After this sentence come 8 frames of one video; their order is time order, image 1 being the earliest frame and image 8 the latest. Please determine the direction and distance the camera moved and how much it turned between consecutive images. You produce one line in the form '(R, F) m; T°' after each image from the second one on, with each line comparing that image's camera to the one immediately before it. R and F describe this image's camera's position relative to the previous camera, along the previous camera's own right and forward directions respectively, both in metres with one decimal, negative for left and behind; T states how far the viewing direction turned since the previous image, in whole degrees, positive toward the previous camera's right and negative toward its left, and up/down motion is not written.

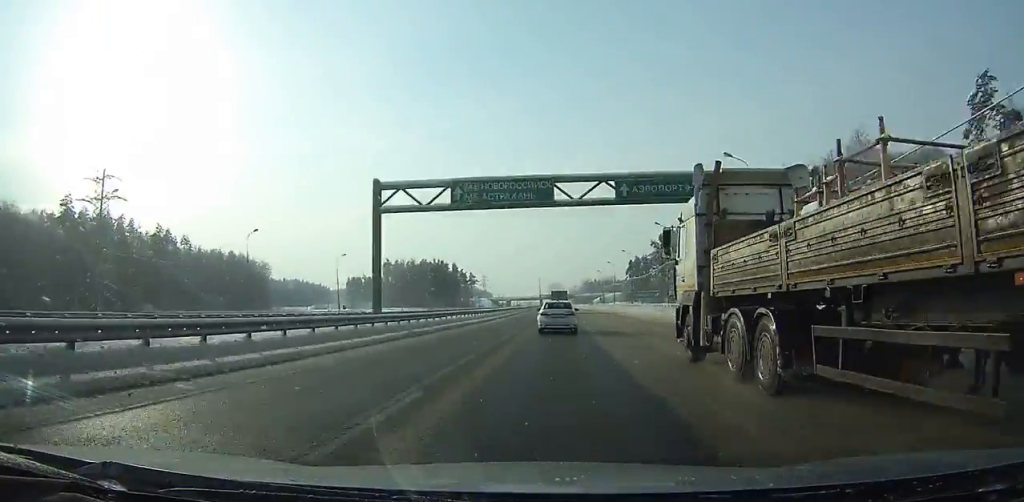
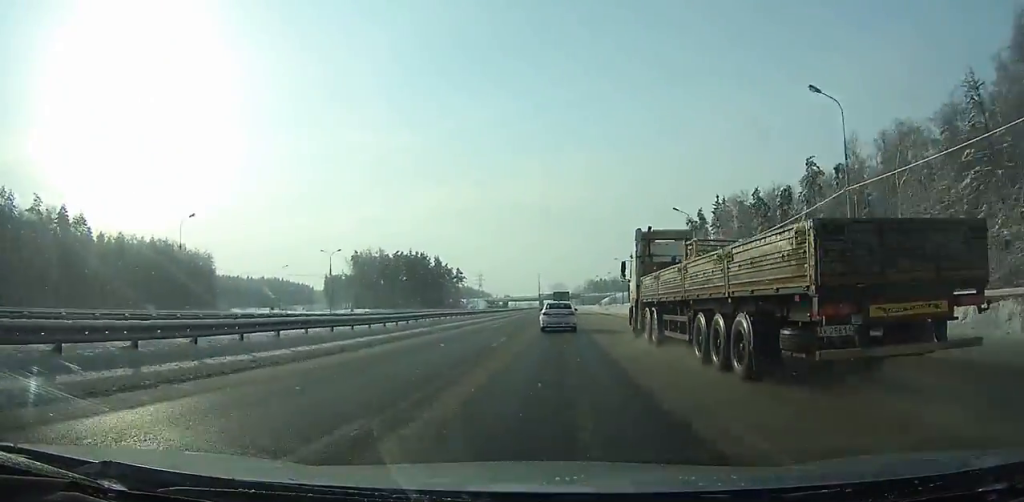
(-0.1, +51.4) m; 0°
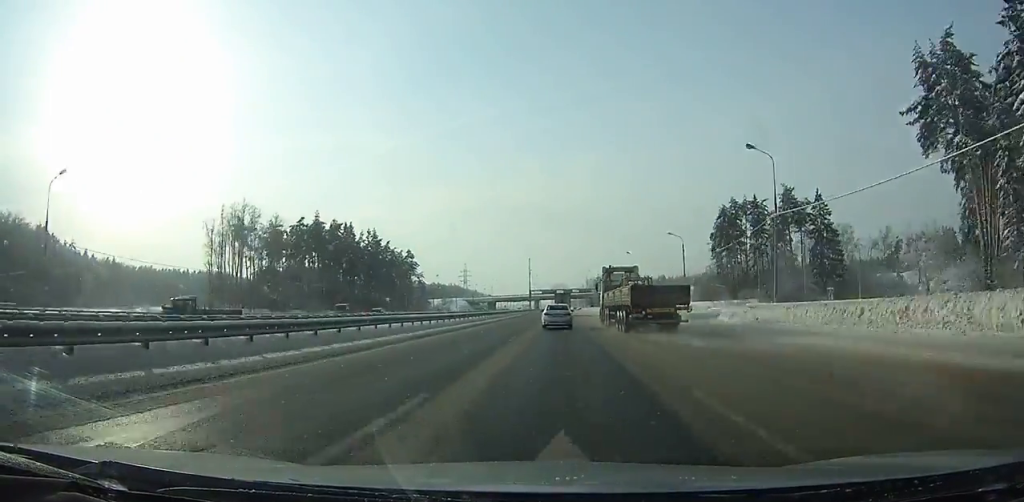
(+0.2, +95.7) m; 0°
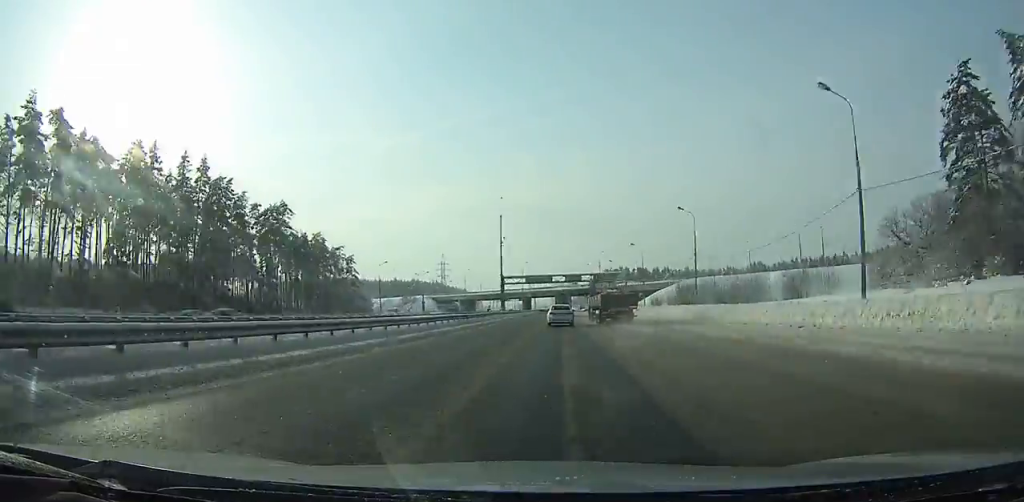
(+0.1, +89.4) m; 0°
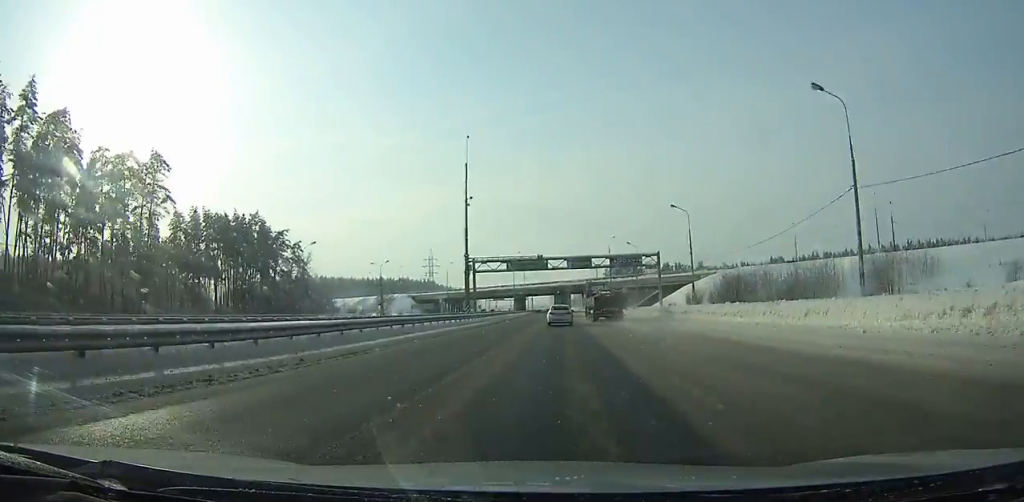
(0.0, +36.3) m; 0°
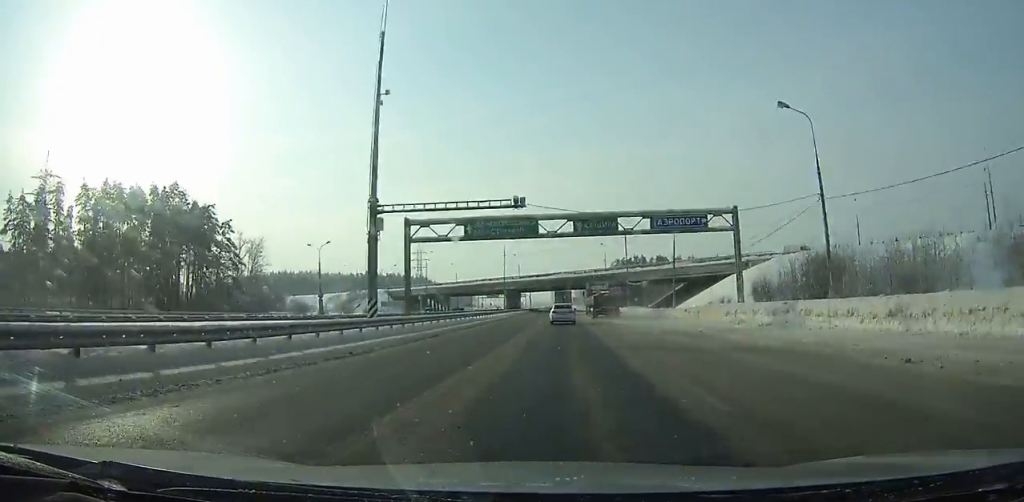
(0.0, +32.2) m; 0°
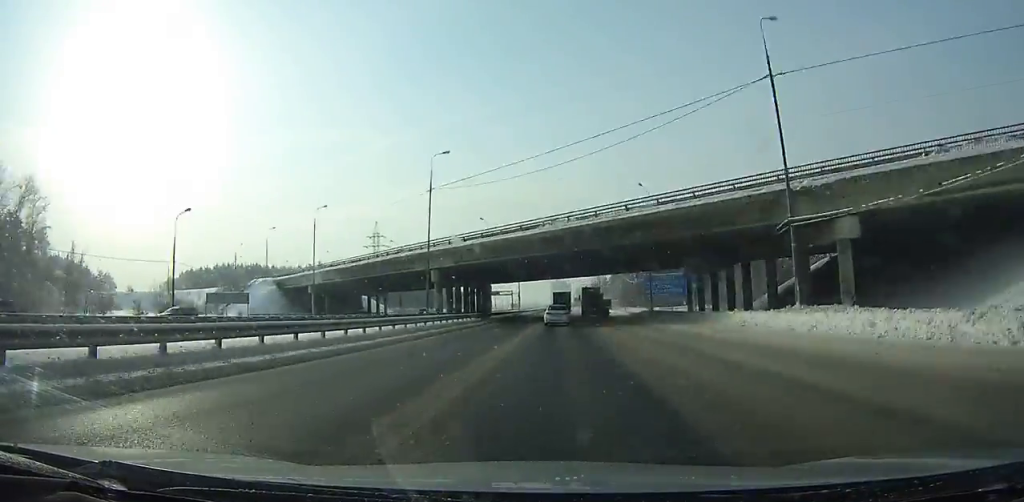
(-0.1, +77.1) m; 0°
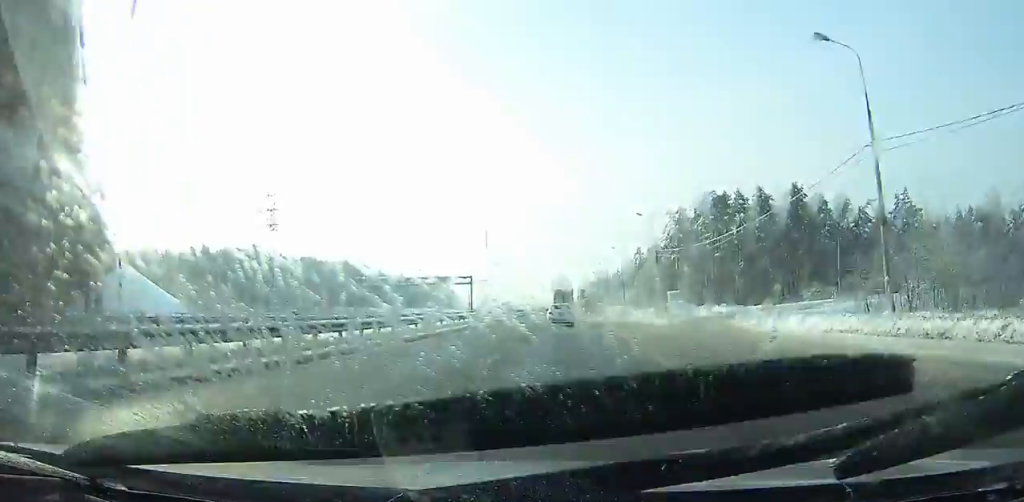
(-0.2, +93.7) m; 0°
